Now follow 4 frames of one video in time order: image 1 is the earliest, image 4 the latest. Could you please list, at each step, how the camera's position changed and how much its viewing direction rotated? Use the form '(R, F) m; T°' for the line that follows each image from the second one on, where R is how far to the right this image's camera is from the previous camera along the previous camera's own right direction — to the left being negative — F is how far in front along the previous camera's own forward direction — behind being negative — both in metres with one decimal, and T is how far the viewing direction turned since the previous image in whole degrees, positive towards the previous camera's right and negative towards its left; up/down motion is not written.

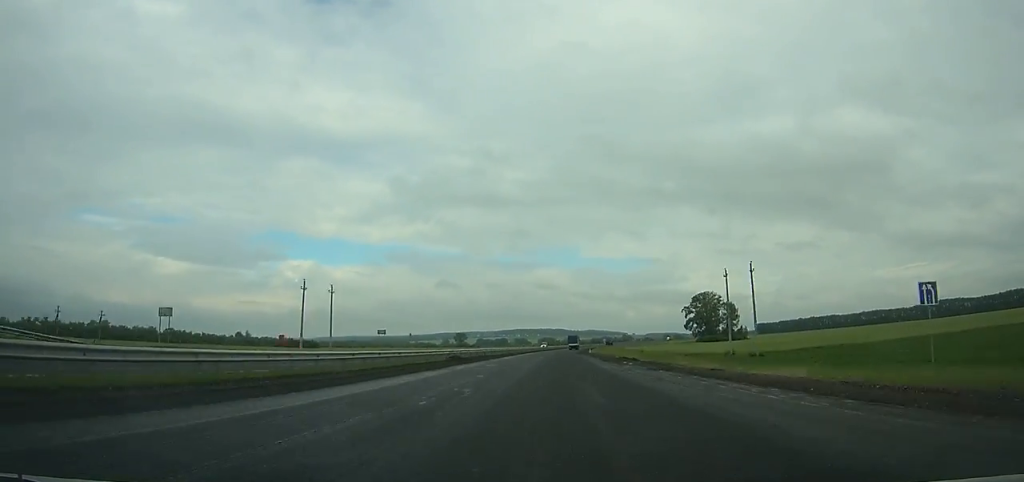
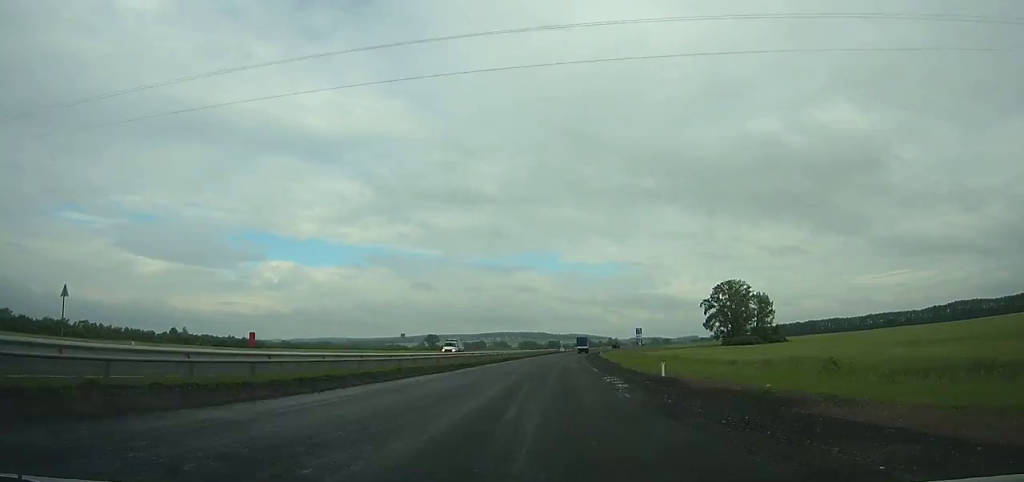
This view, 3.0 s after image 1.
(+1.6, +79.3) m; +2°
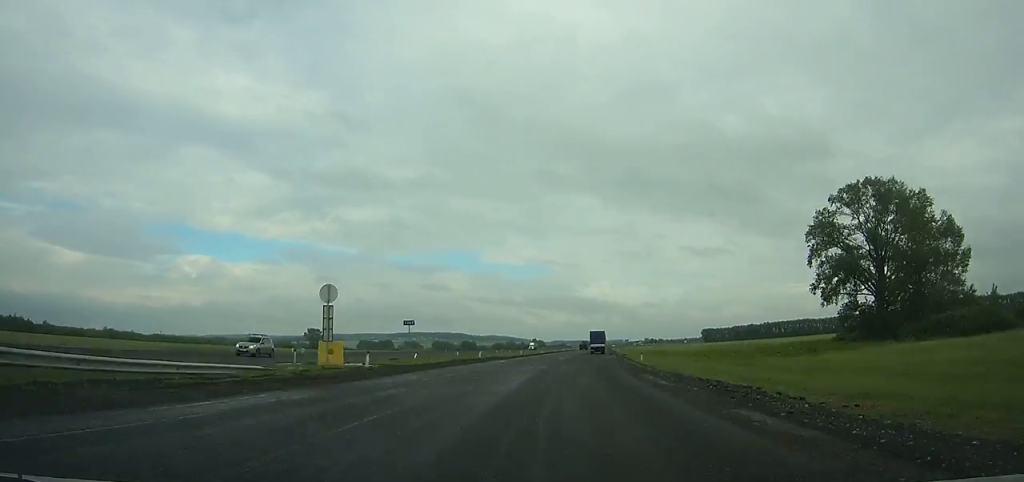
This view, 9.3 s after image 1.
(+10.0, +164.6) m; +8°
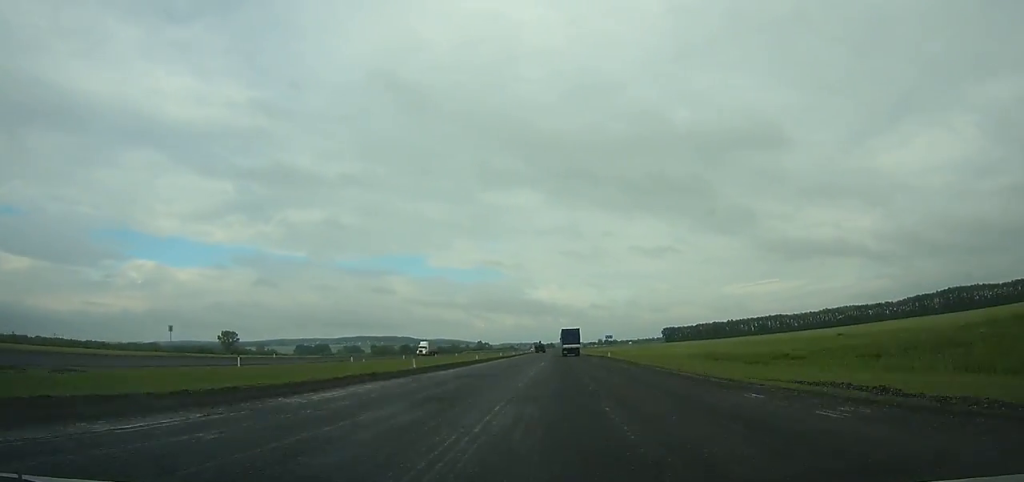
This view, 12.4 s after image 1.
(+3.1, +79.7) m; +4°
